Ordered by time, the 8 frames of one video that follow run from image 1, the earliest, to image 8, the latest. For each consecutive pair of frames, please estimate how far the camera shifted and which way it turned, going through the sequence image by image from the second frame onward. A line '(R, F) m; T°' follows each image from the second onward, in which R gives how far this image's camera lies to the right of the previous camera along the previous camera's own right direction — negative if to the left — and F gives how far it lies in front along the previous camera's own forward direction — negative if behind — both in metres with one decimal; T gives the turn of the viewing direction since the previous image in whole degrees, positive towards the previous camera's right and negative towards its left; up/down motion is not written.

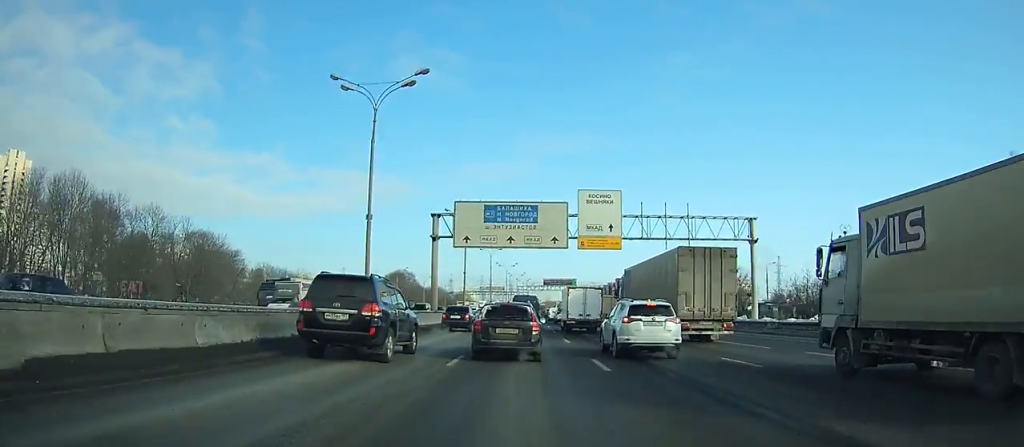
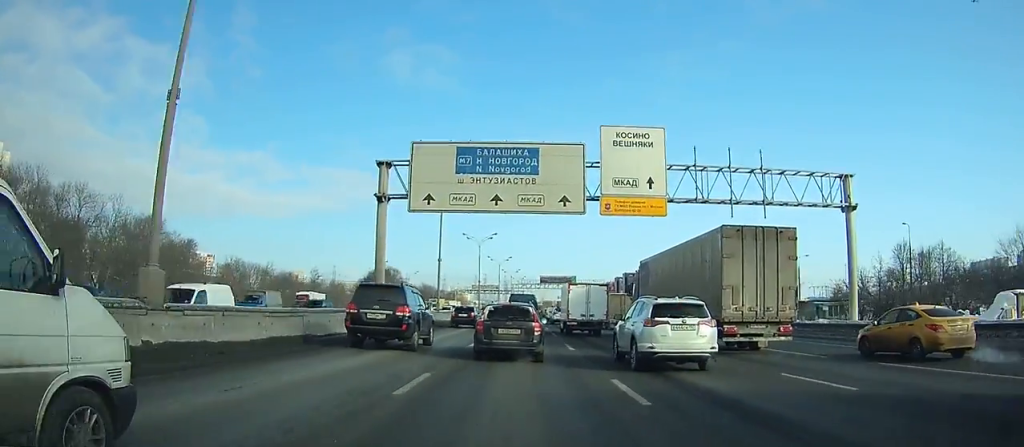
(0.0, +15.3) m; 0°
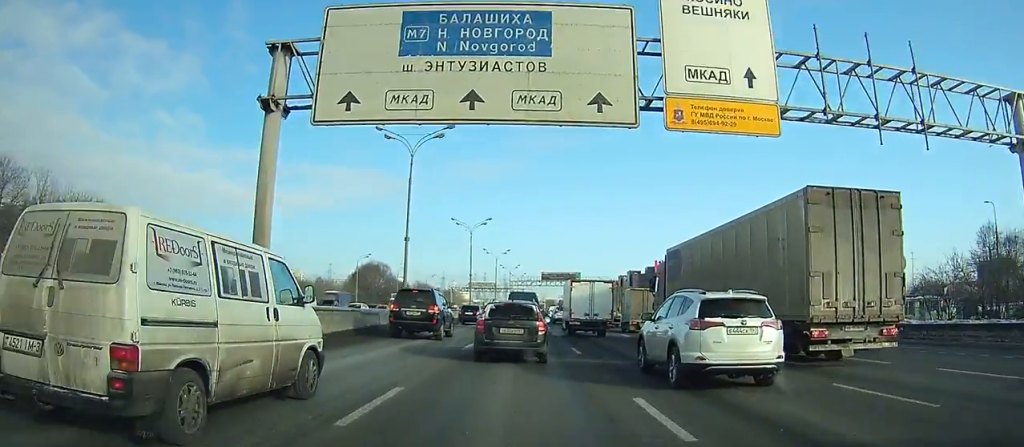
(0.0, +13.9) m; 0°
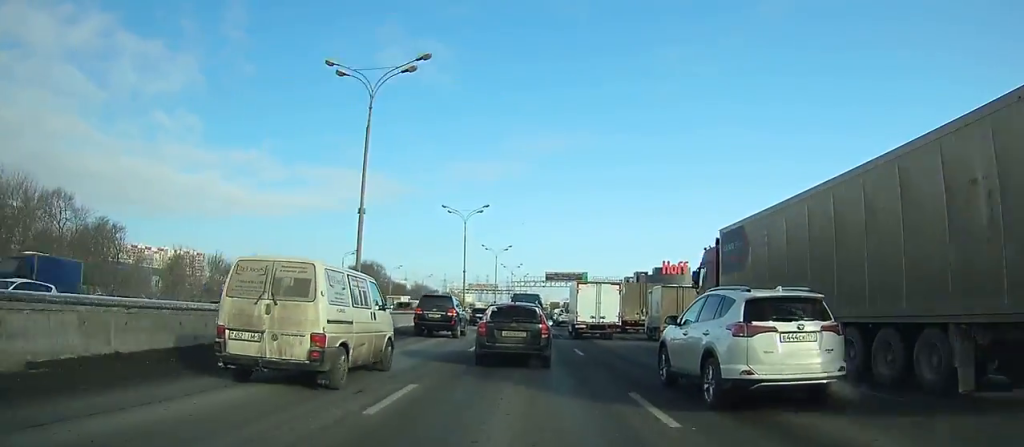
(-0.1, +11.0) m; 0°
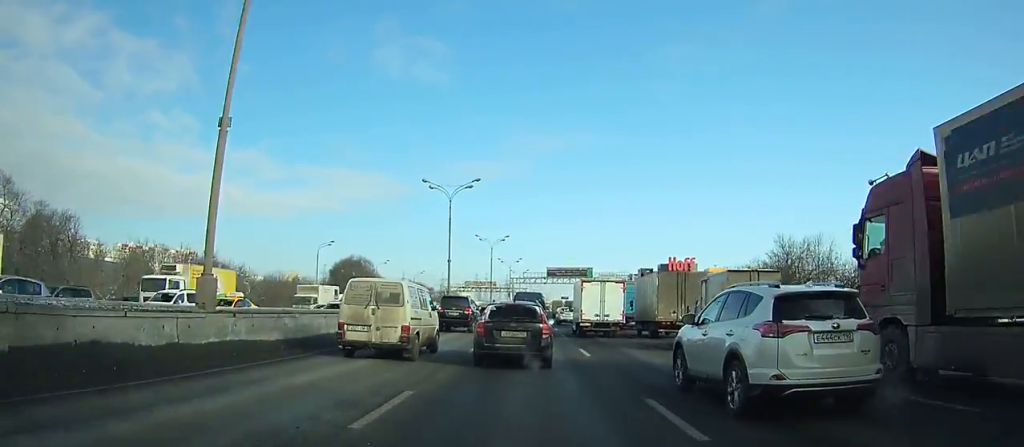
(0.0, +13.2) m; 0°
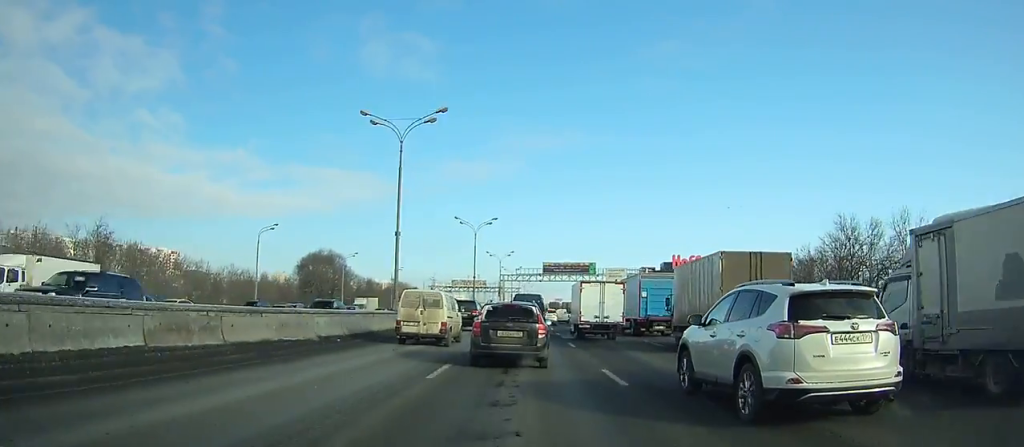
(+0.1, +19.6) m; +1°
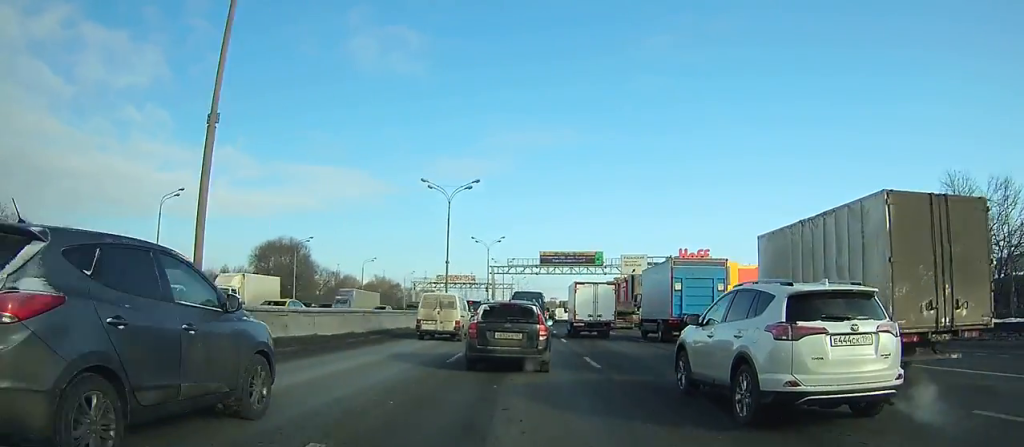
(+0.2, +19.0) m; +1°
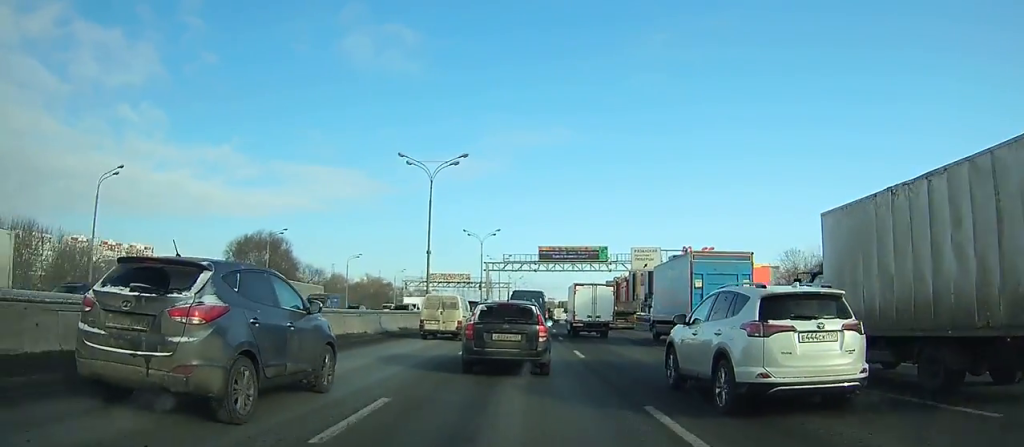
(+0.1, +8.1) m; 0°
